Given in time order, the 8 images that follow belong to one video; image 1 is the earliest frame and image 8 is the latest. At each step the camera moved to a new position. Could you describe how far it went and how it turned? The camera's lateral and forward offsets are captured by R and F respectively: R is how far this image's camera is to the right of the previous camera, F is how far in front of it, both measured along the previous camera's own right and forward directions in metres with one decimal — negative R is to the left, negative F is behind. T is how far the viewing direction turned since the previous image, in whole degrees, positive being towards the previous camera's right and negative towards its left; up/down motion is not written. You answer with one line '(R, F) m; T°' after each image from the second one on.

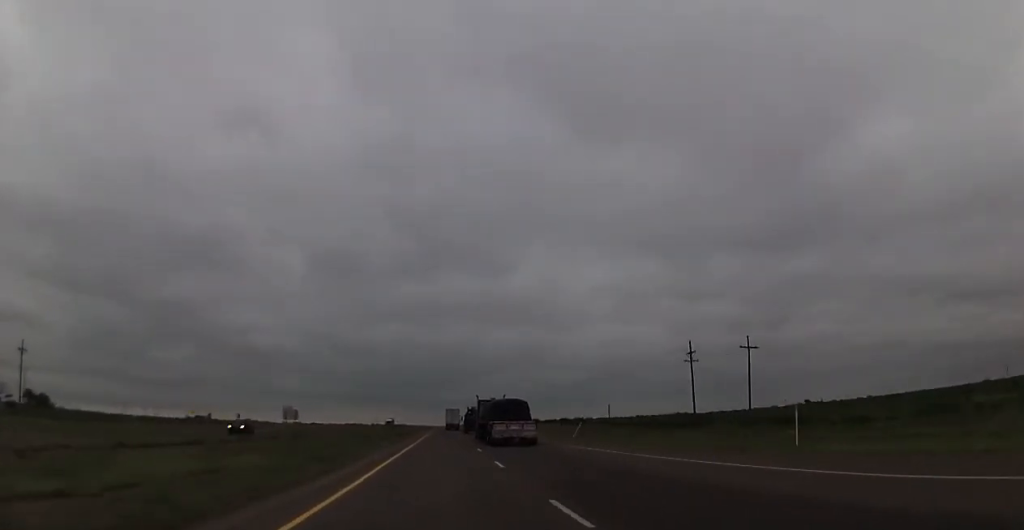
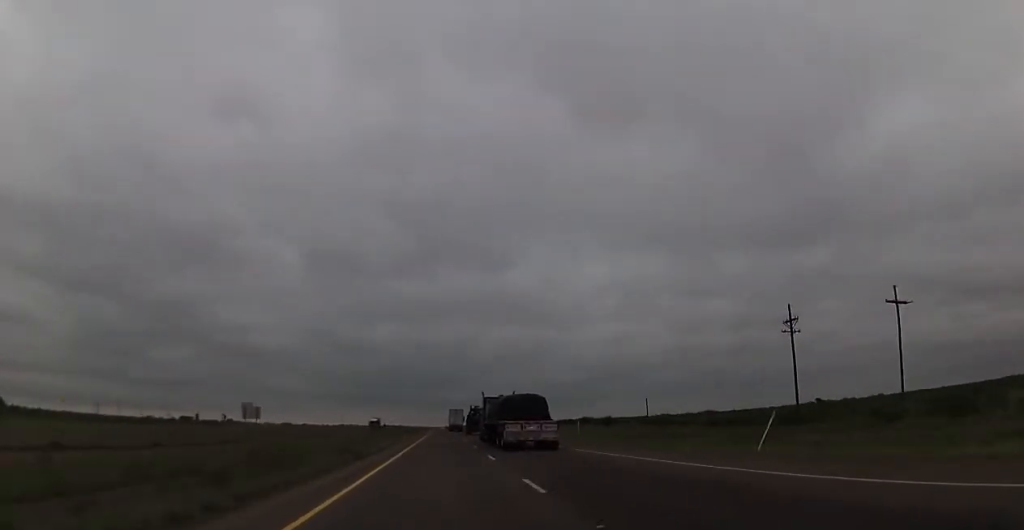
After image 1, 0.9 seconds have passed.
(-0.2, +32.1) m; 0°
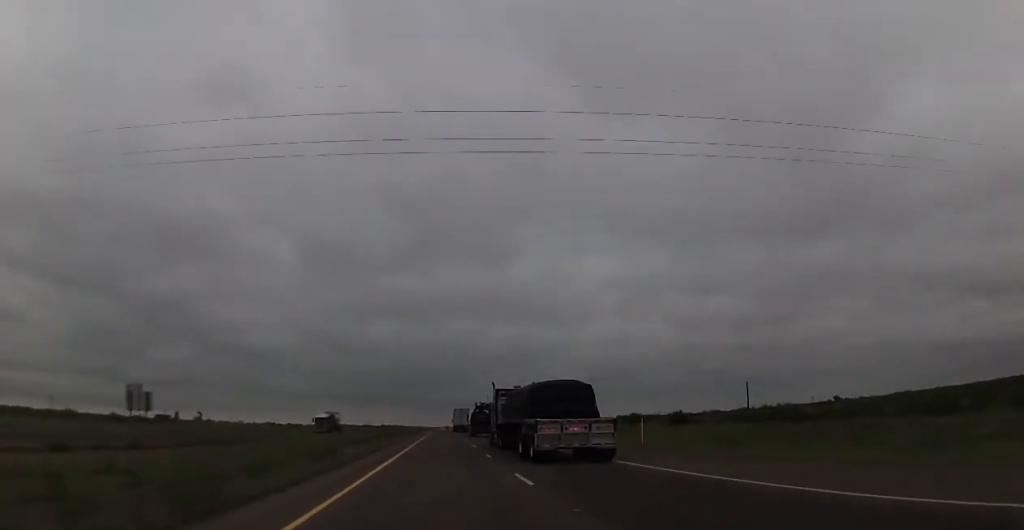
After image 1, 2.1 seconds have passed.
(0.0, +46.8) m; +1°
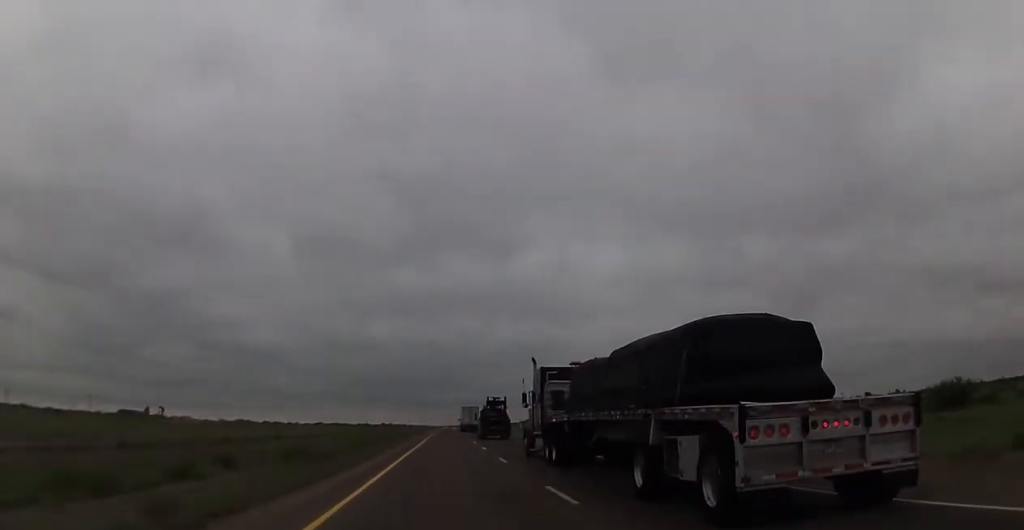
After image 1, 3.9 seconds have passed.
(+0.3, +64.1) m; 0°
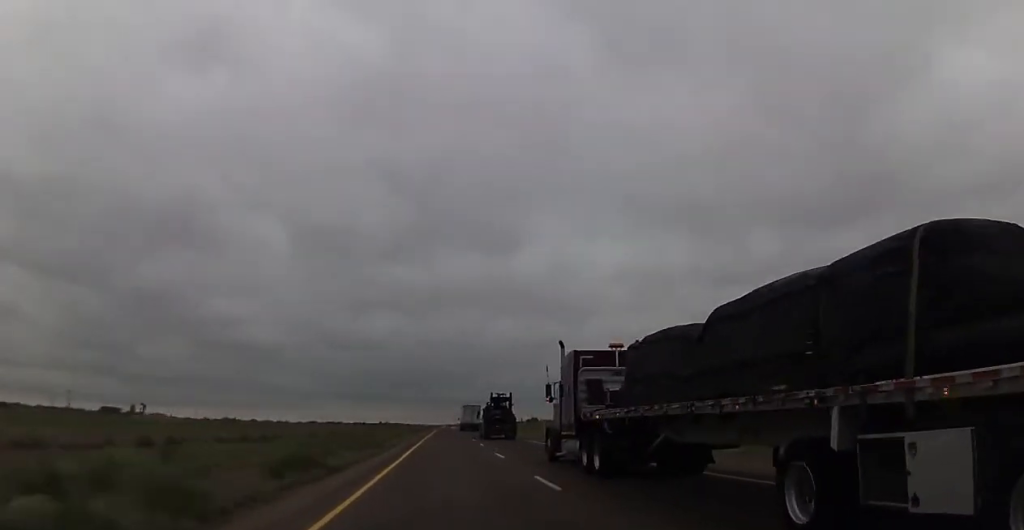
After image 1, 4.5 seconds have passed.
(0.0, +22.1) m; 0°
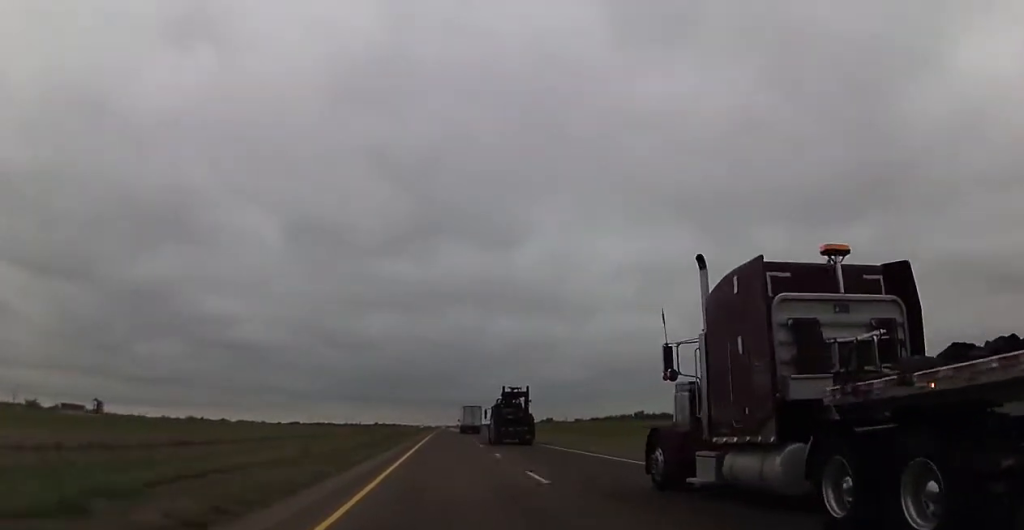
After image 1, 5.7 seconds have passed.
(-0.3, +46.3) m; -1°
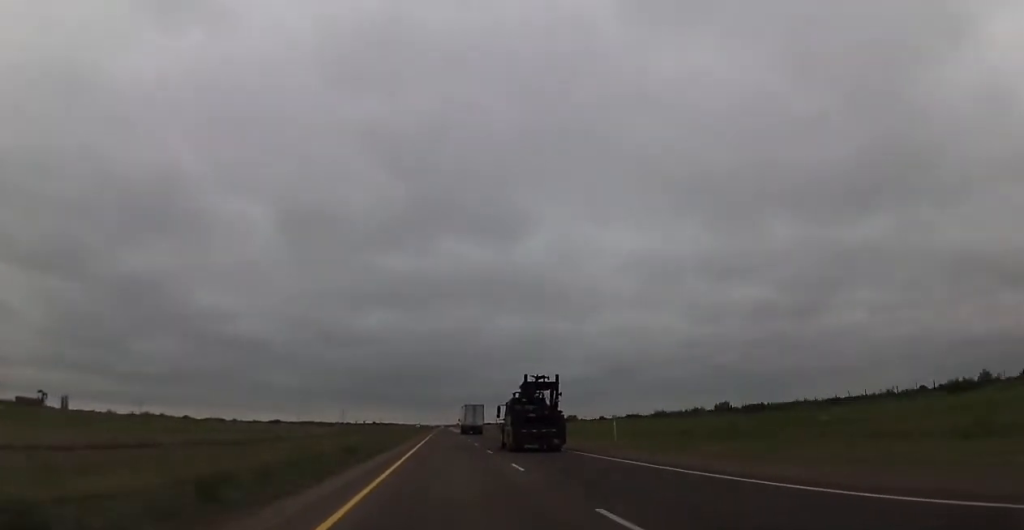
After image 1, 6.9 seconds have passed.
(-0.2, +43.9) m; 0°
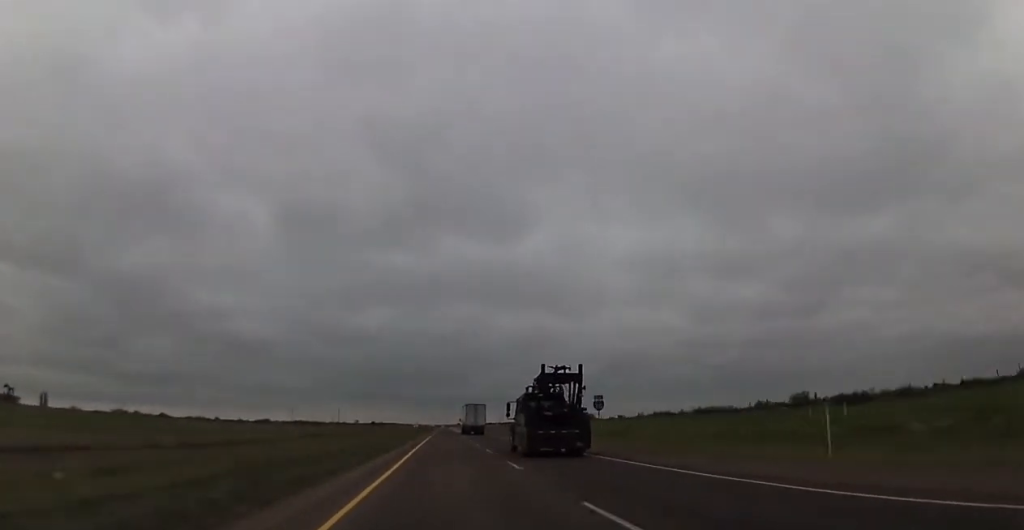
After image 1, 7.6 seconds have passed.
(+0.2, +23.2) m; +1°
